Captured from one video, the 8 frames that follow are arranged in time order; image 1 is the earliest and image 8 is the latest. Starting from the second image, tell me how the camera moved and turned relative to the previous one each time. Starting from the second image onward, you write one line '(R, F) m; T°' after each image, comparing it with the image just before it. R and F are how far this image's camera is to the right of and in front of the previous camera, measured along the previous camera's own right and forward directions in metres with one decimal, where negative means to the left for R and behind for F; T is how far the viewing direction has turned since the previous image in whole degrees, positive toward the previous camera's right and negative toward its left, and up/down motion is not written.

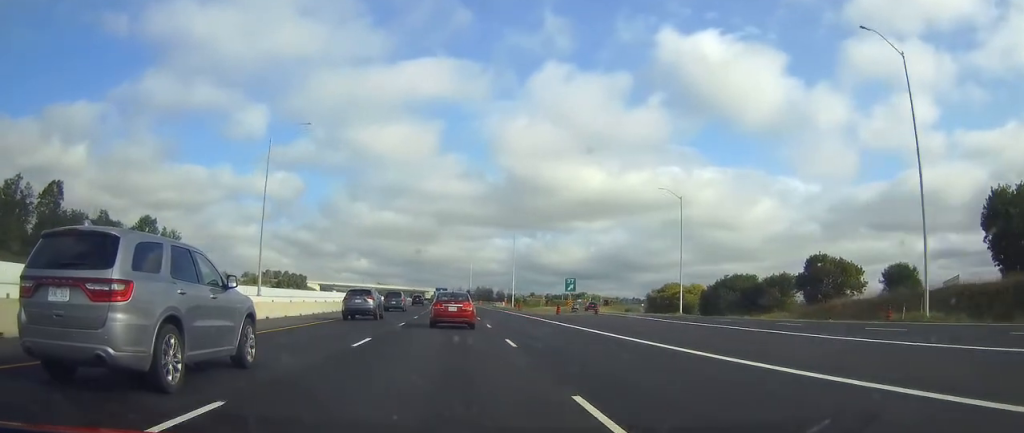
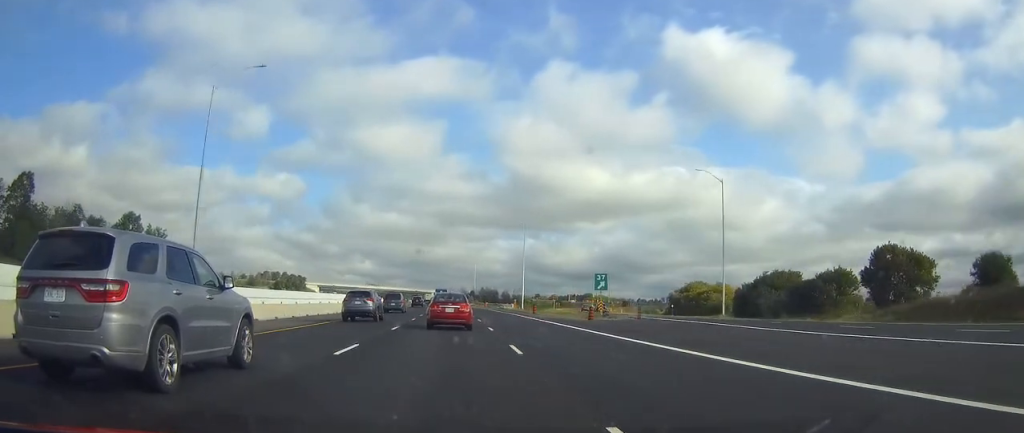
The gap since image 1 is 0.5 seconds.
(+0.1, +14.5) m; 0°
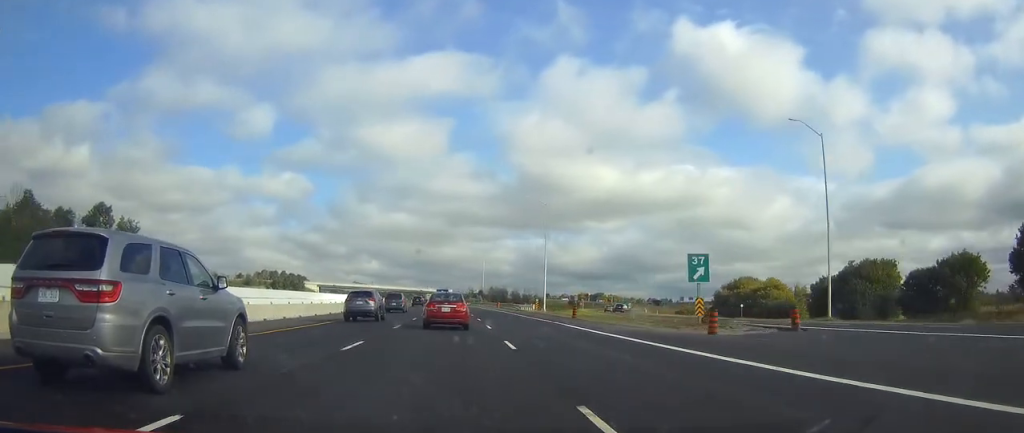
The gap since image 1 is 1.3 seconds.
(-0.1, +23.1) m; -1°
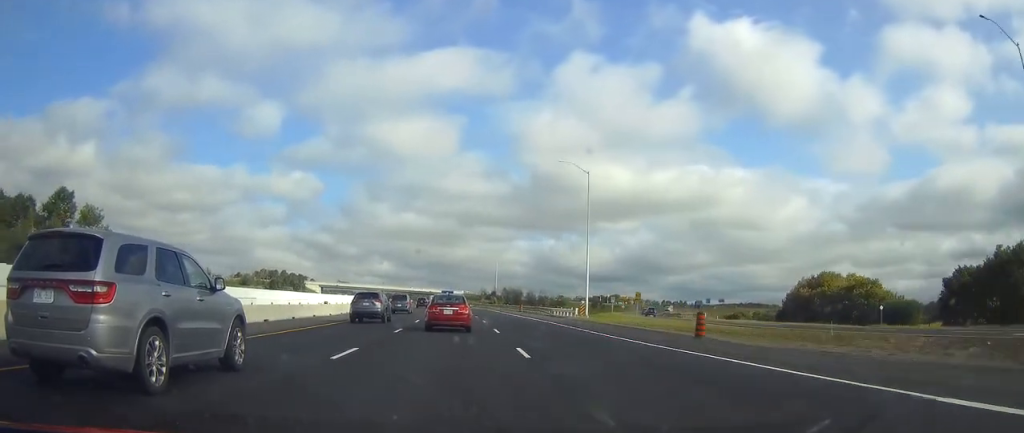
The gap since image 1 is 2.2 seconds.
(-0.3, +26.4) m; -1°
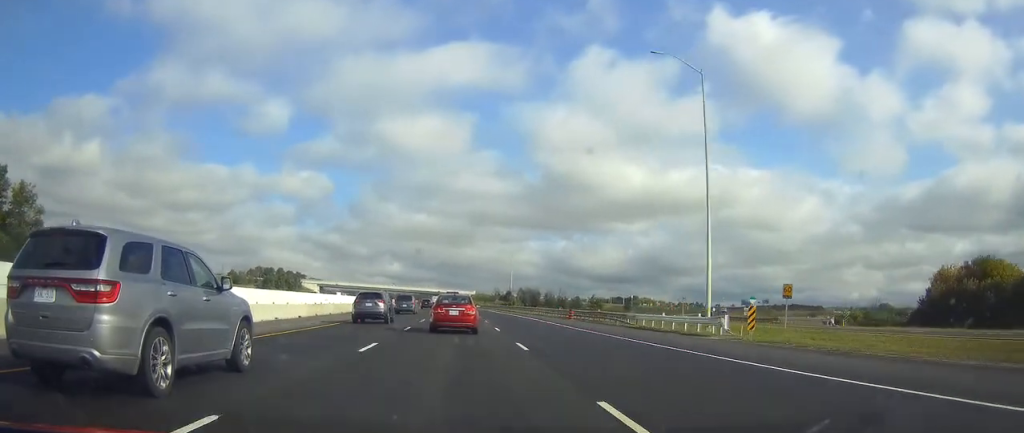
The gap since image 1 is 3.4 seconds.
(-0.3, +34.3) m; -1°
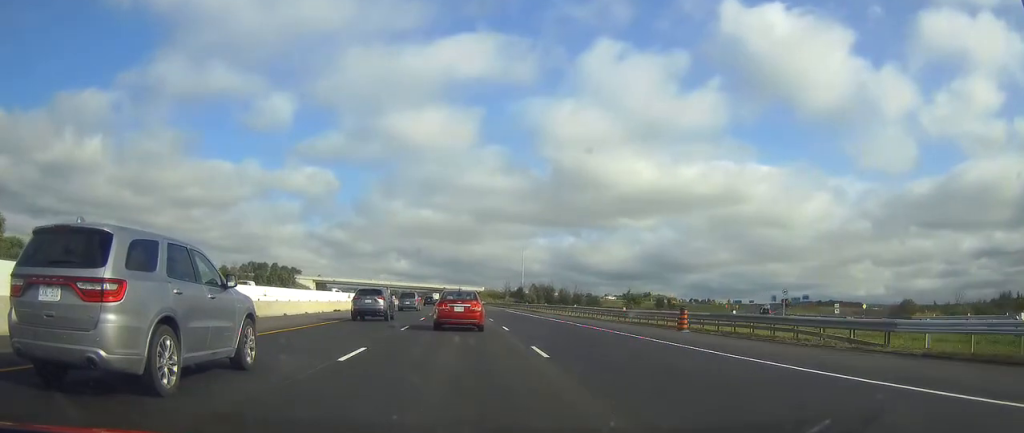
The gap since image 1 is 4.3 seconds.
(-0.1, +27.0) m; 0°
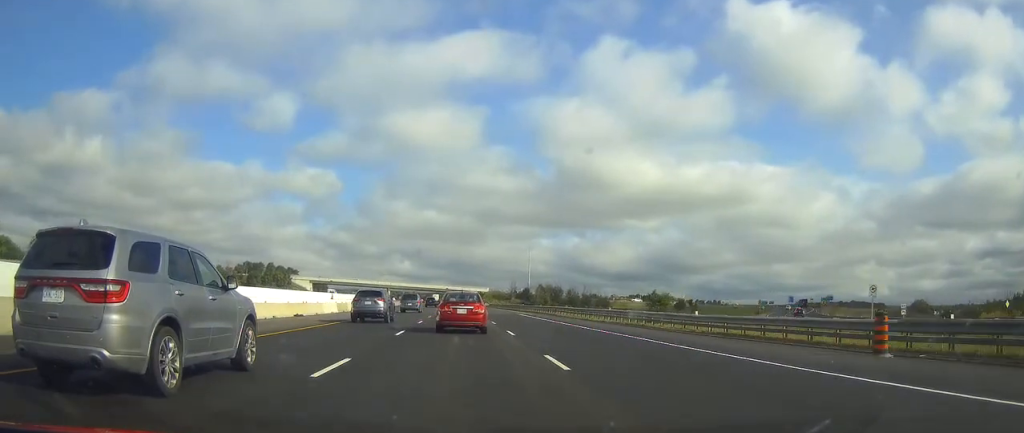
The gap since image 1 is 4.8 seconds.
(0.0, +14.3) m; 0°
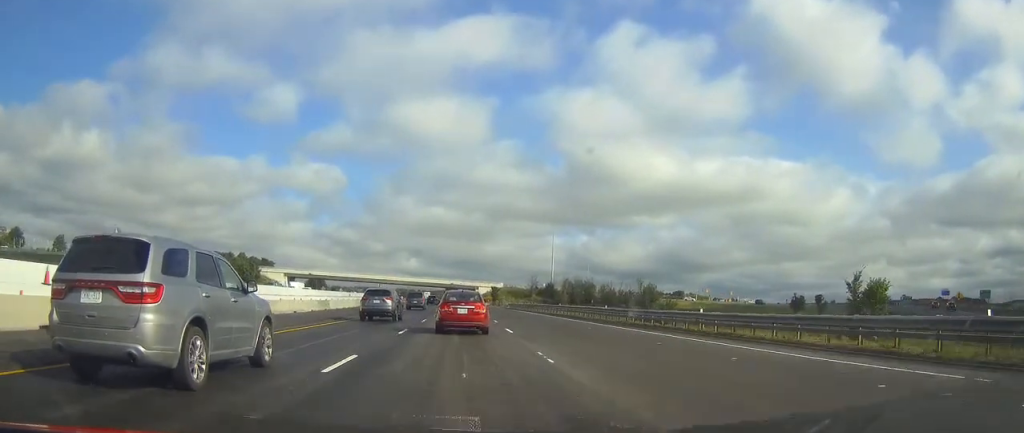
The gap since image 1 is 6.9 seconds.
(-0.5, +58.8) m; -1°
